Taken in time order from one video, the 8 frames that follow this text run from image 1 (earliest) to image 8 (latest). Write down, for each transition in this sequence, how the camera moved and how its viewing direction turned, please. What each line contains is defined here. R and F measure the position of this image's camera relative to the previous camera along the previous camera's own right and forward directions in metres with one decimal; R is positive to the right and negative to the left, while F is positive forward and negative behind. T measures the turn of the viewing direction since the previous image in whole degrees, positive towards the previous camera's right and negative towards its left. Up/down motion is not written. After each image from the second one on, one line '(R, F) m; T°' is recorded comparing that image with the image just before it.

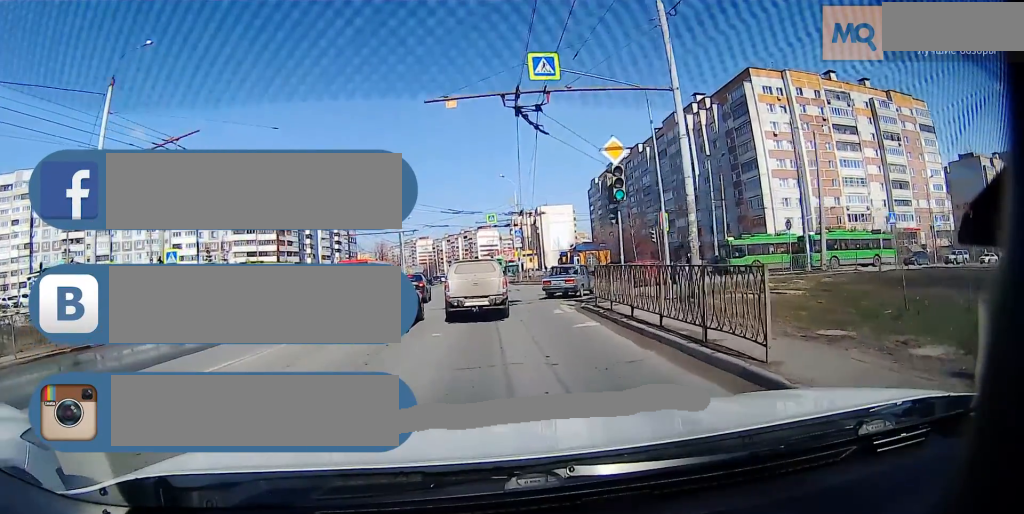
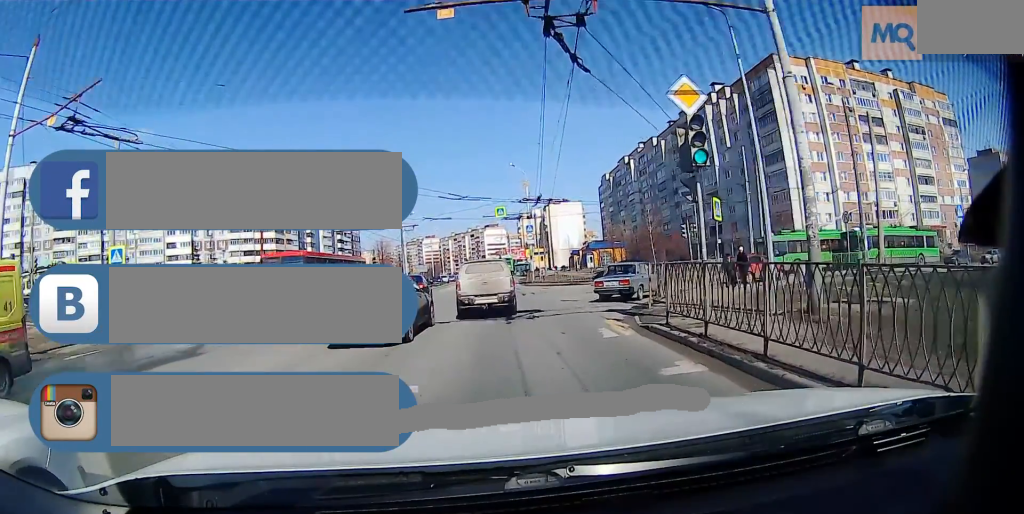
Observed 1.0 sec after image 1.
(0.0, +3.8) m; 0°
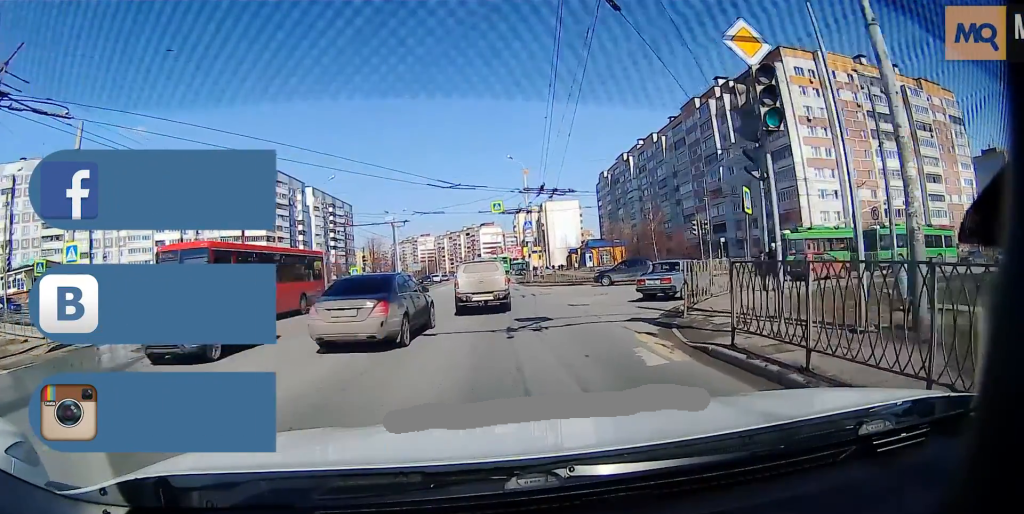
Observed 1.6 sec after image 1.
(0.0, +2.0) m; 0°
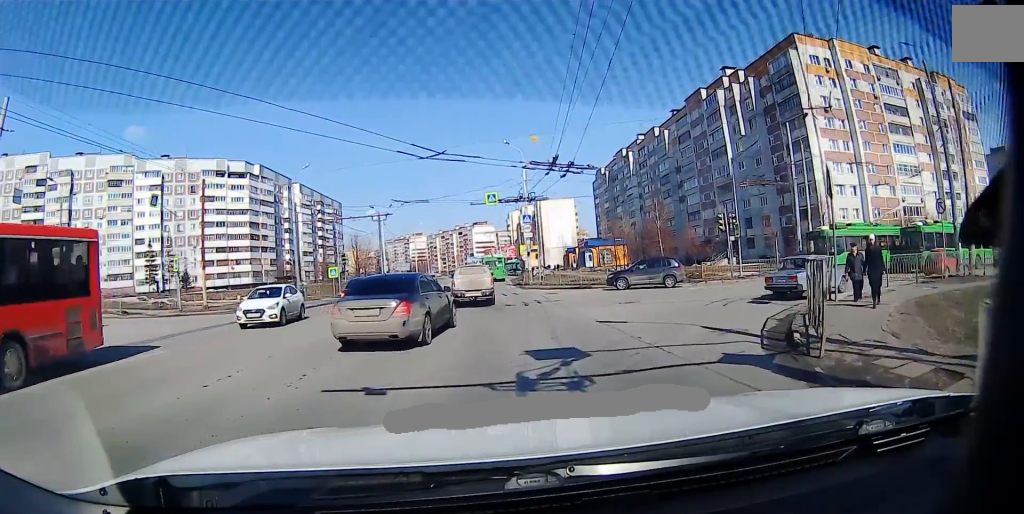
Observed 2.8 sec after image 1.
(0.0, +3.5) m; 0°
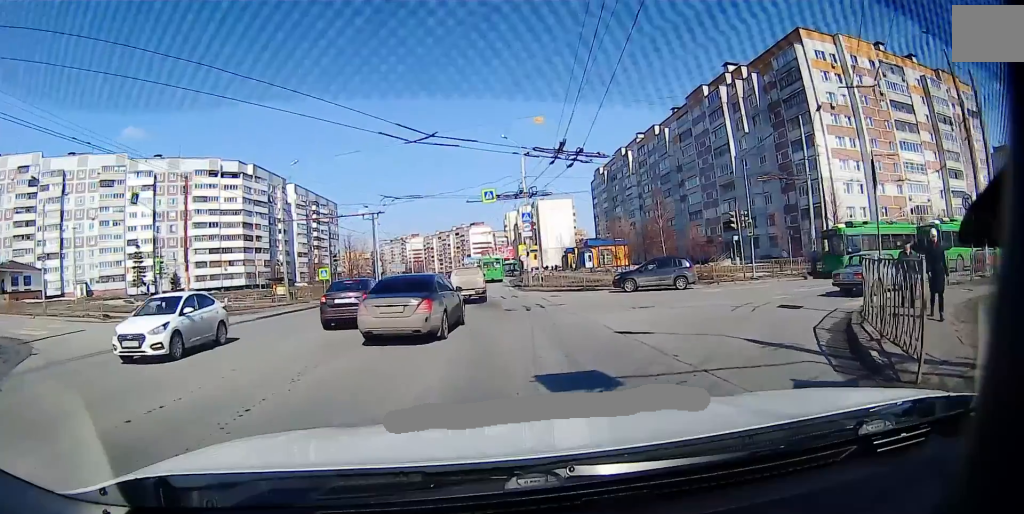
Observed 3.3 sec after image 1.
(0.0, +1.3) m; 0°
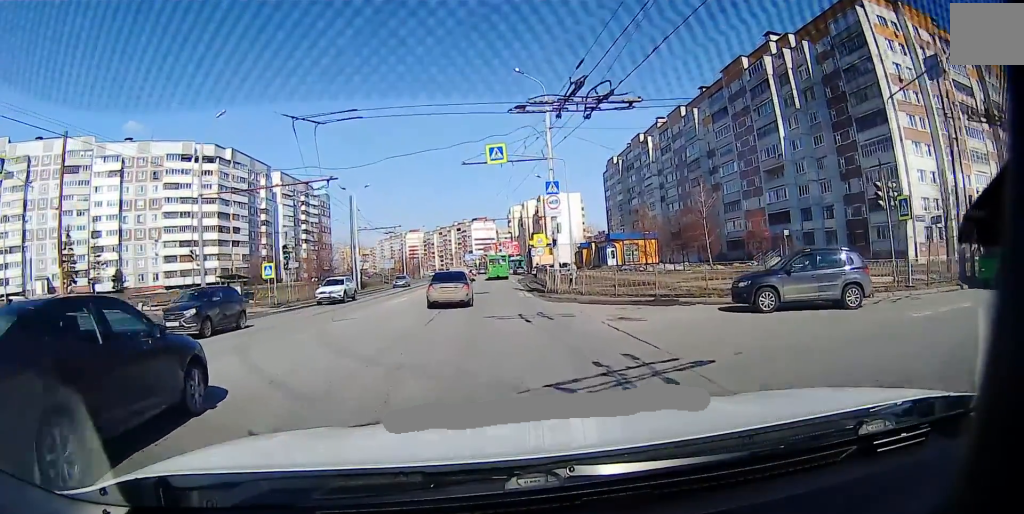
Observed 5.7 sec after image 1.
(0.0, +7.9) m; -1°
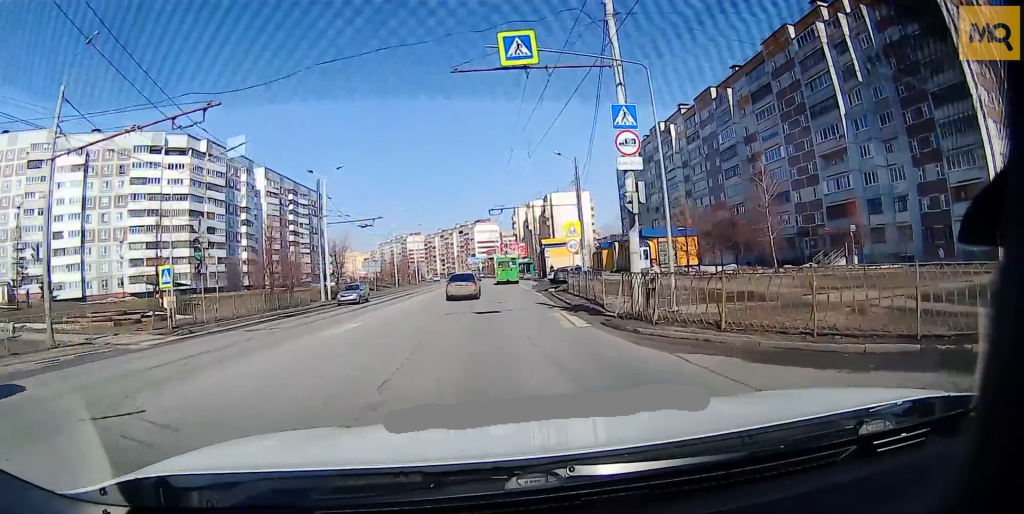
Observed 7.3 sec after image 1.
(-0.3, +7.4) m; -2°
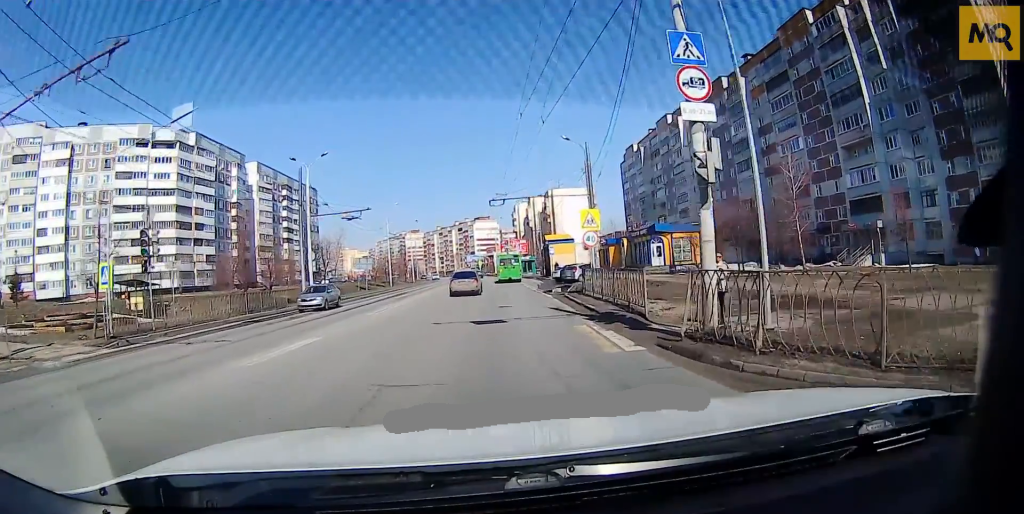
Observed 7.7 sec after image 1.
(+0.1, +3.0) m; +1°
